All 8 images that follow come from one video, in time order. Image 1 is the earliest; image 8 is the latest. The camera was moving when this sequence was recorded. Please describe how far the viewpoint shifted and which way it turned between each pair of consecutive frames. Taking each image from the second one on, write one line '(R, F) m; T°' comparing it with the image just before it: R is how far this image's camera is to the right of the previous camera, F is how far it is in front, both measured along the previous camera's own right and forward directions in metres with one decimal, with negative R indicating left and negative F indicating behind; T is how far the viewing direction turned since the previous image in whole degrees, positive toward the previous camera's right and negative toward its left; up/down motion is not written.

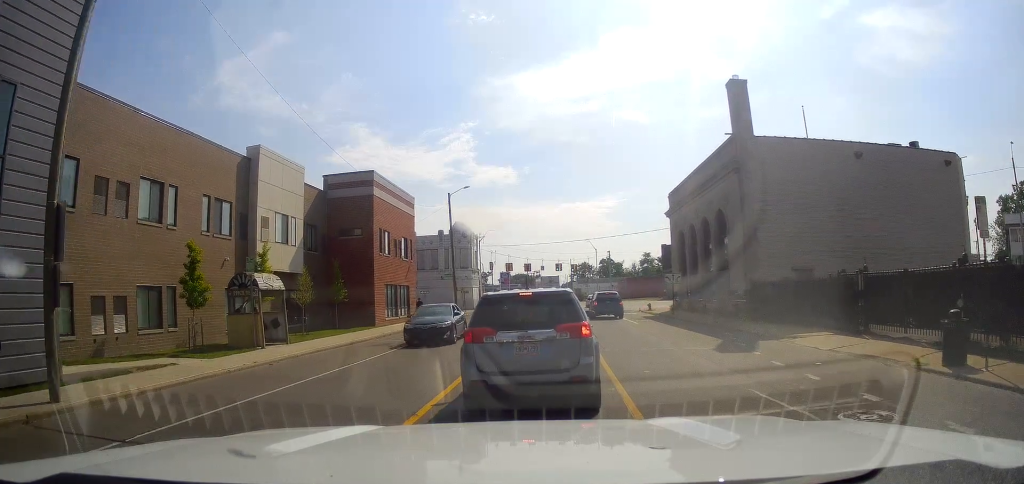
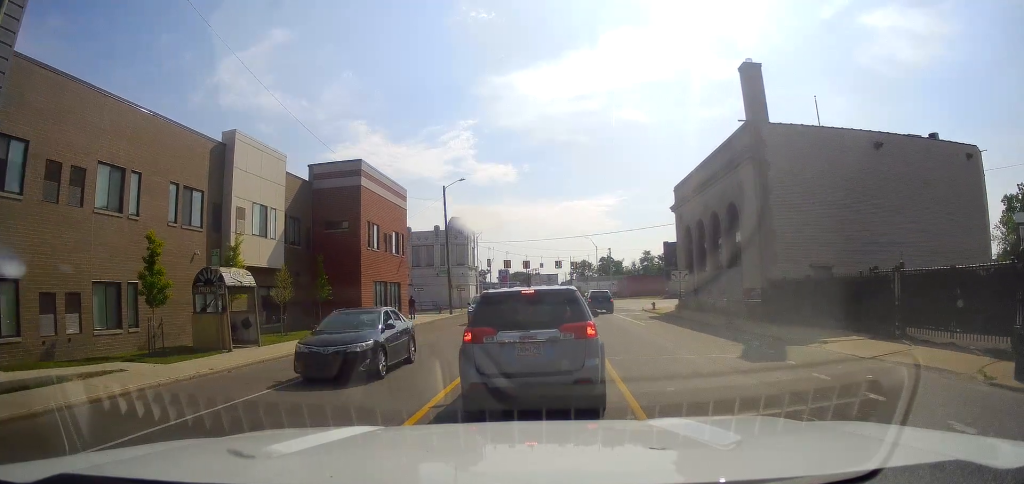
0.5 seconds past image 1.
(0.0, +2.3) m; 0°
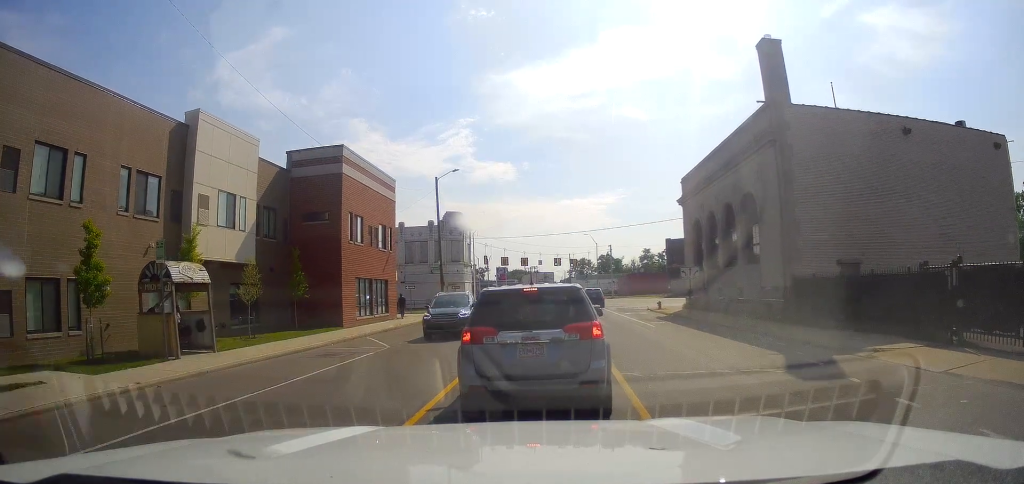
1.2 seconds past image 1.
(0.0, +3.1) m; +1°
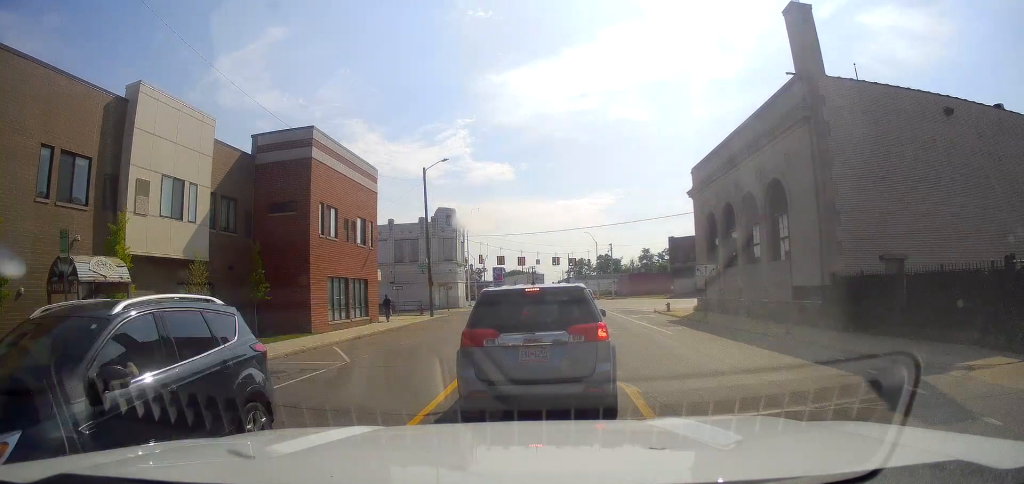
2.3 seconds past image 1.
(+0.1, +4.4) m; +4°
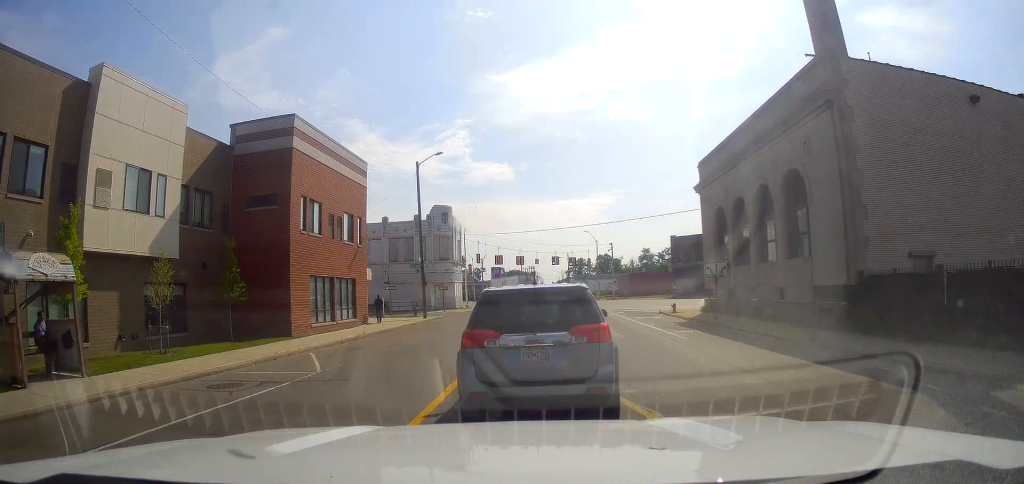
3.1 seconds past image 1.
(+0.1, +2.4) m; +2°
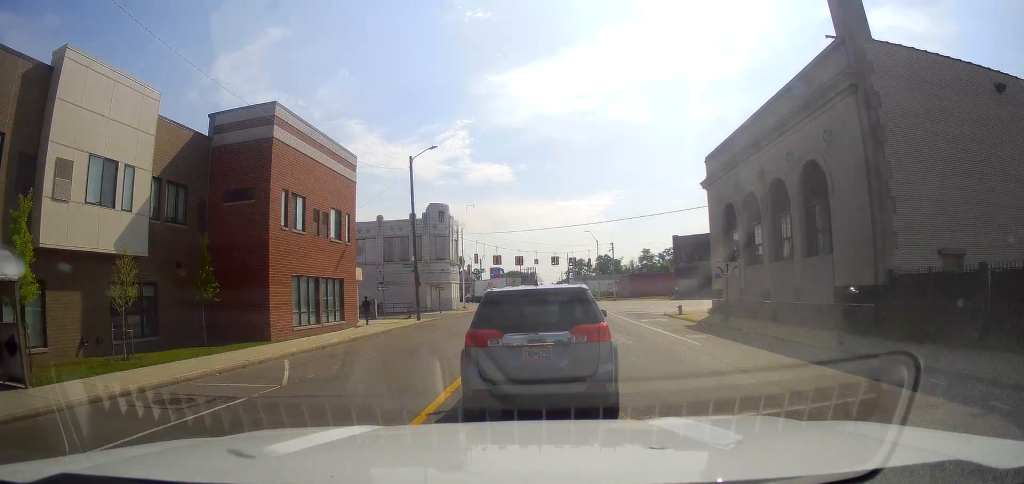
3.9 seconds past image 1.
(0.0, +2.2) m; -3°
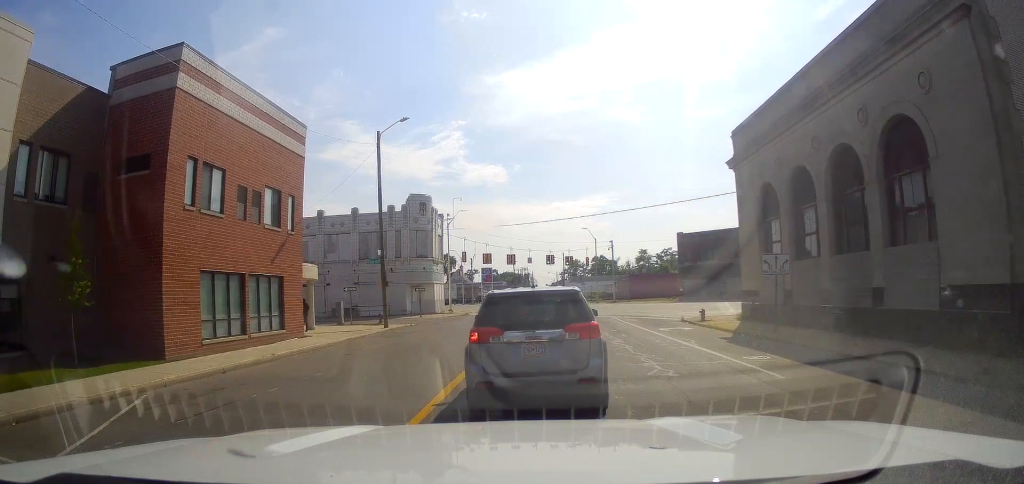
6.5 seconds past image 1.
(-0.5, +5.9) m; -6°
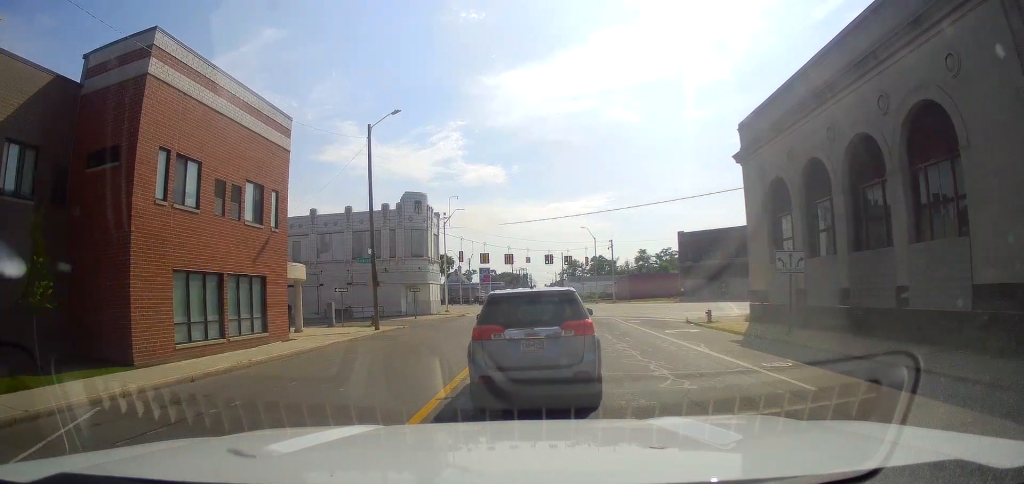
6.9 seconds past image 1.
(0.0, +1.4) m; 0°
